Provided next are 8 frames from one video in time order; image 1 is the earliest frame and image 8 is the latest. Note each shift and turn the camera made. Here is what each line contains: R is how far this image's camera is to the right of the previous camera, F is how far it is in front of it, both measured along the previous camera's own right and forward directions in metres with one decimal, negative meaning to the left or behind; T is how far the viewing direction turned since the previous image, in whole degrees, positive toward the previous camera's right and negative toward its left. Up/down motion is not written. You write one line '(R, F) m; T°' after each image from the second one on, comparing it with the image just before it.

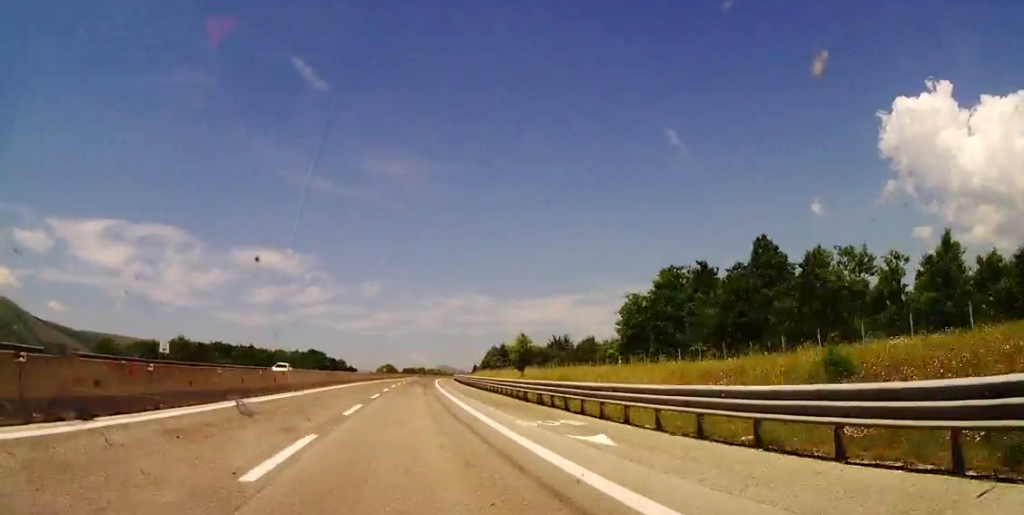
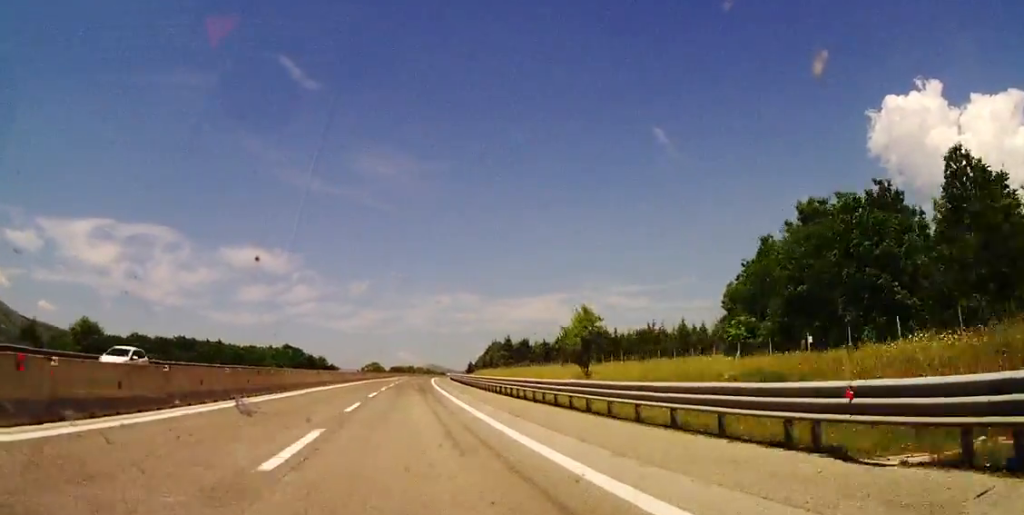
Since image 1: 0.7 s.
(-0.2, +23.3) m; +1°
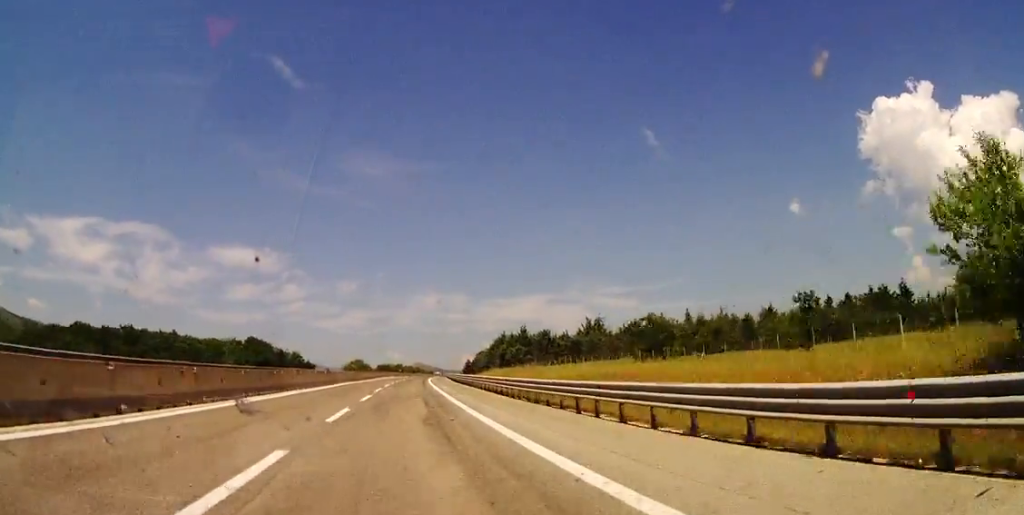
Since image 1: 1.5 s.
(+0.8, +28.0) m; +1°
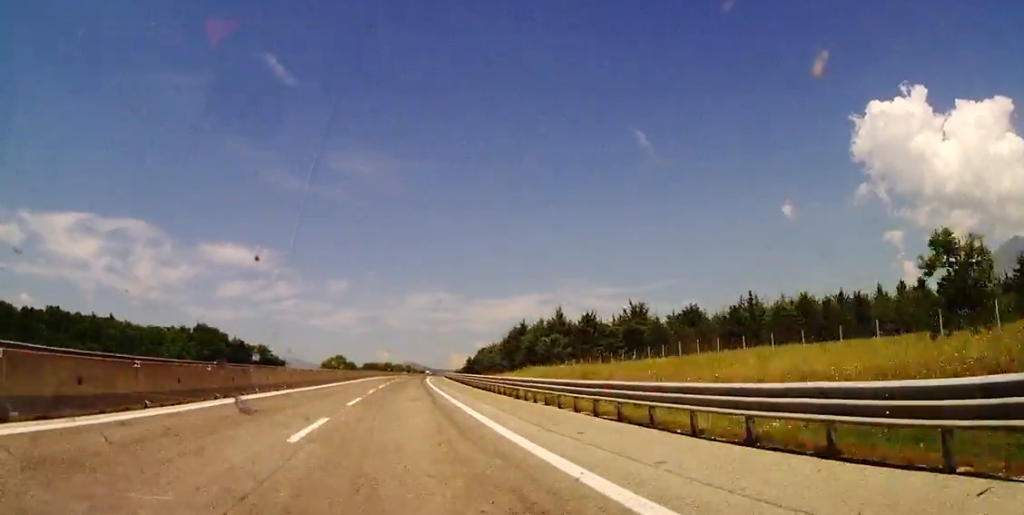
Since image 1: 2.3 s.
(-0.1, +29.2) m; +1°
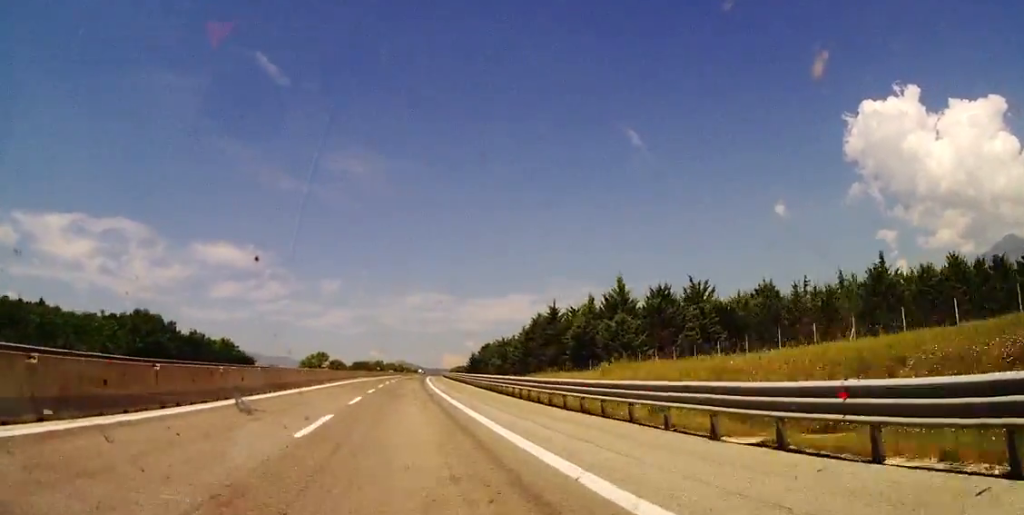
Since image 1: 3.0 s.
(+0.1, +23.3) m; +1°
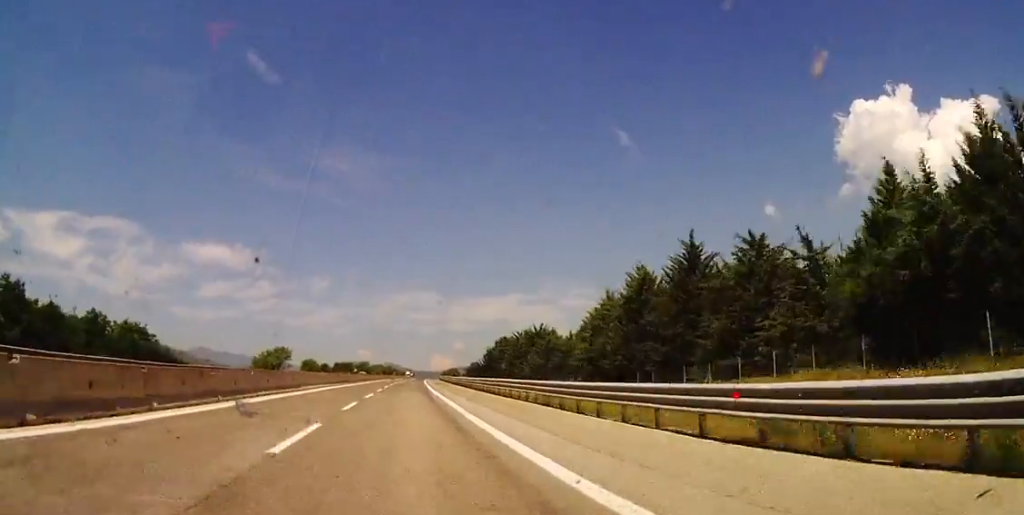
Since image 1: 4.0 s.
(+0.5, +37.2) m; +1°
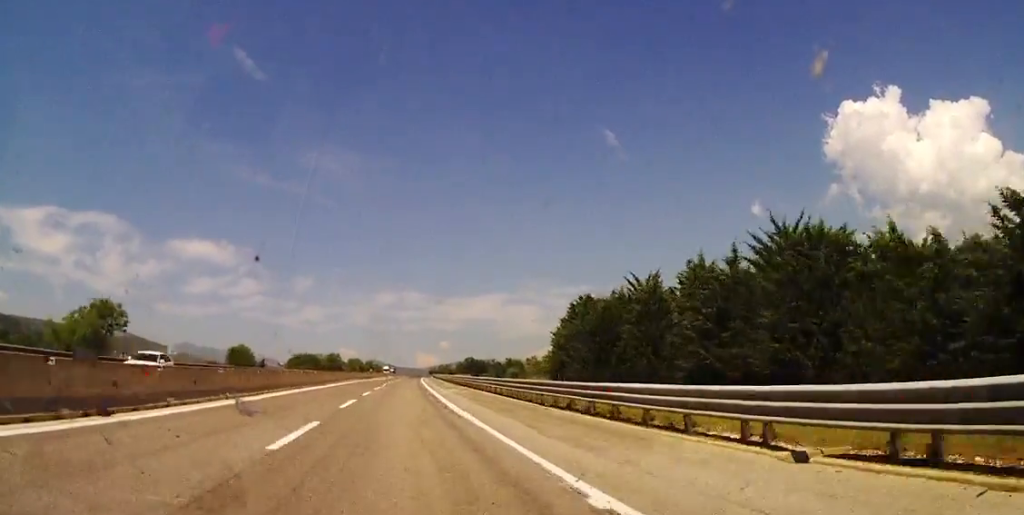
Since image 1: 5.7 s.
(+0.9, +59.5) m; +1°
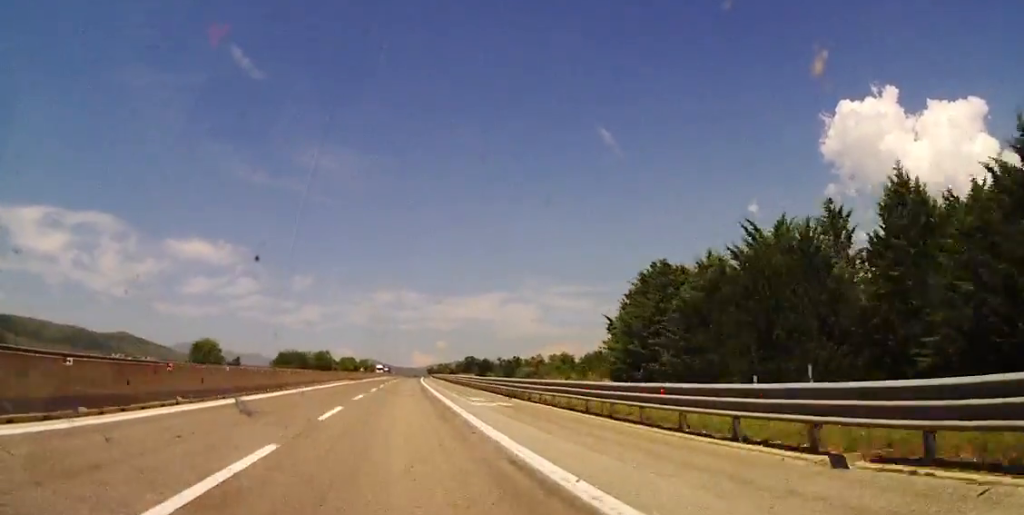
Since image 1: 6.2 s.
(-0.3, +17.6) m; 0°
